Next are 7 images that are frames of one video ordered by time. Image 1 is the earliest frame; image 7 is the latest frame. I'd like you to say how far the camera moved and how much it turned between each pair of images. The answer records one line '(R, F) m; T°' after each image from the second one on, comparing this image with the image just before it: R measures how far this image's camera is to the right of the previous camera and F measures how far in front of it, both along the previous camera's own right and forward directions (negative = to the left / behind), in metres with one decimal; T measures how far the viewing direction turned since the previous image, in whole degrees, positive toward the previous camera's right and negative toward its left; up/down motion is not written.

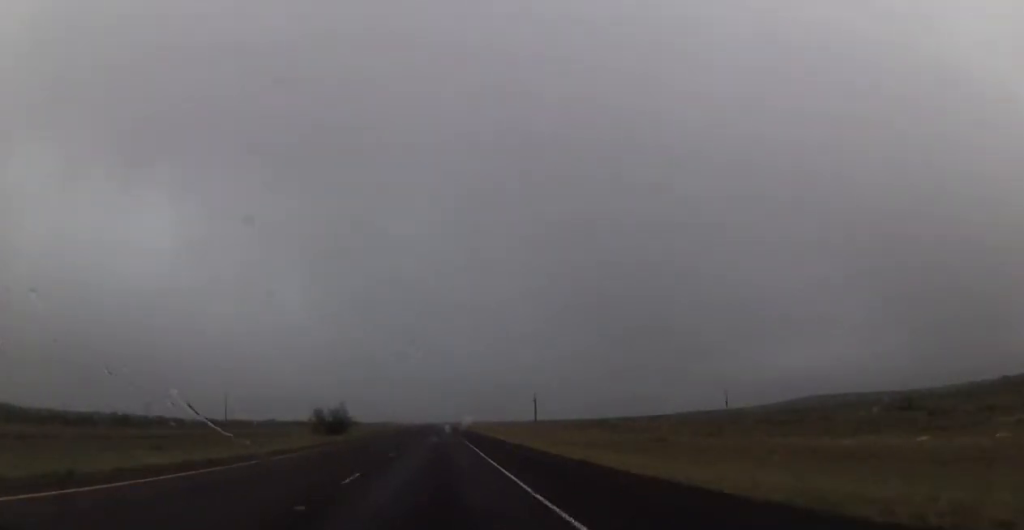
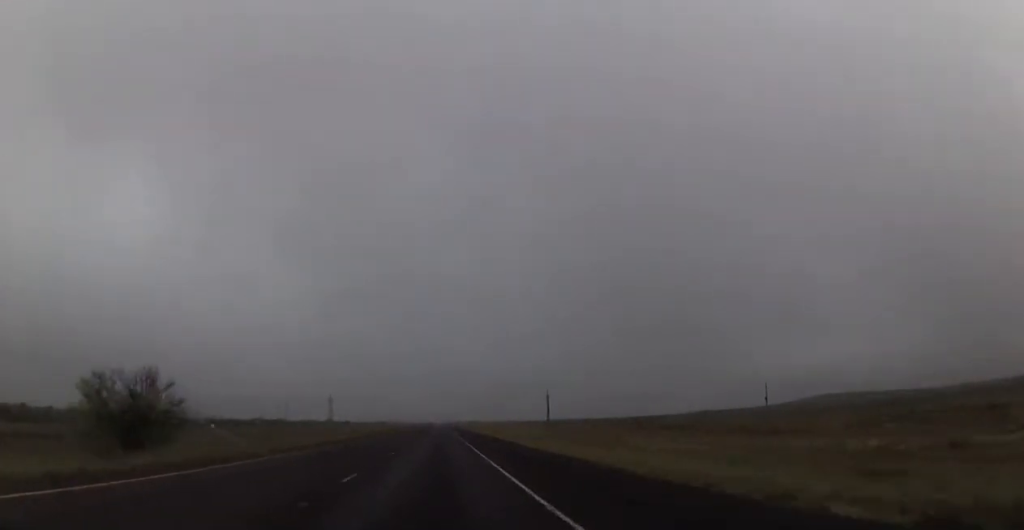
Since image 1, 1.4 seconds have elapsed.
(+0.3, +49.0) m; +1°
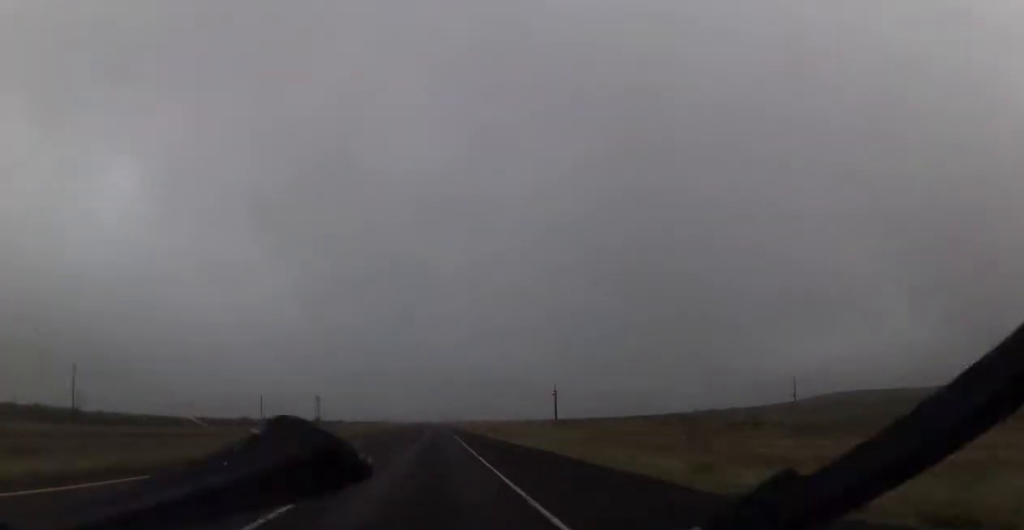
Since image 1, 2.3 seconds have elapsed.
(0.0, +31.5) m; 0°
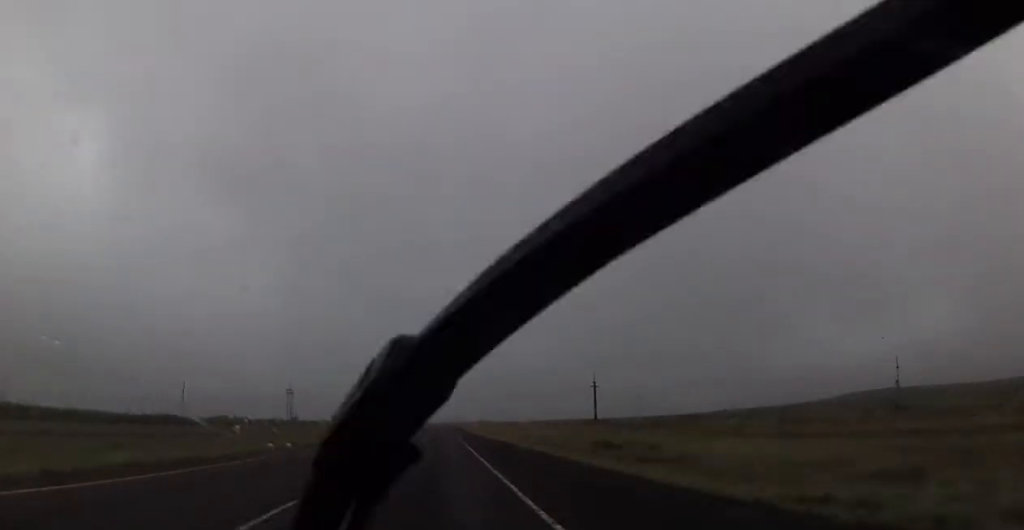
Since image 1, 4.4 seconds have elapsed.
(-0.4, +73.4) m; 0°
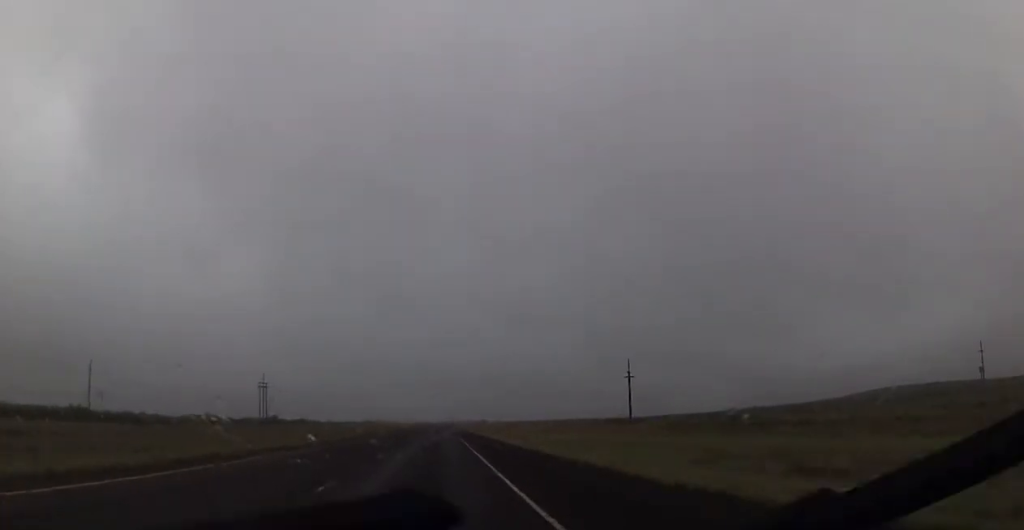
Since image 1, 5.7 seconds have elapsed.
(0.0, +44.4) m; 0°
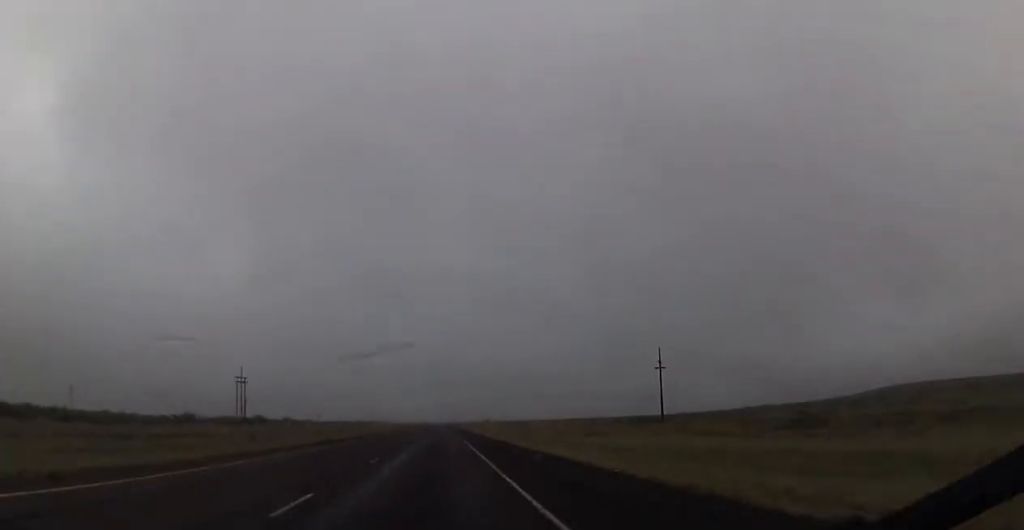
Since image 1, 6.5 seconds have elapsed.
(0.0, +27.9) m; 0°
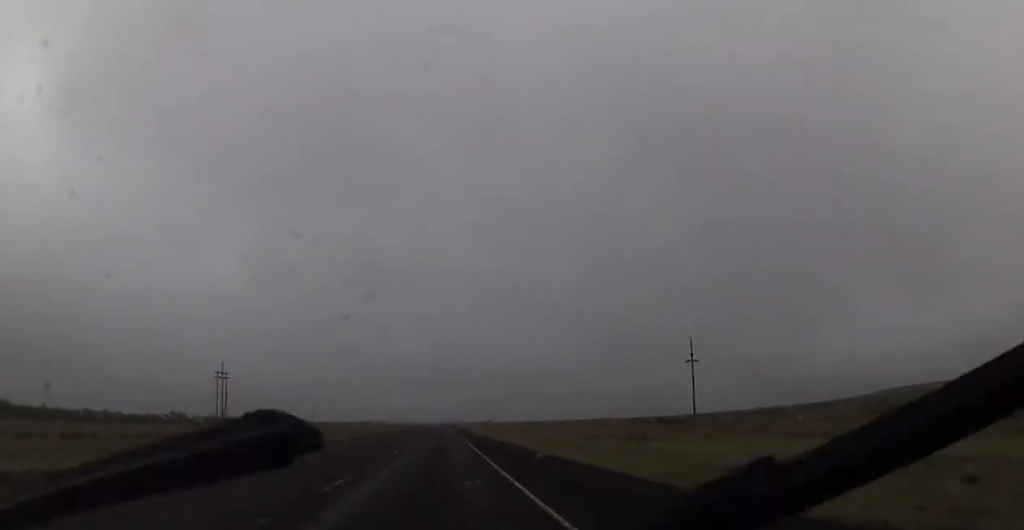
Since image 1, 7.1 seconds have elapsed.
(0.0, +20.9) m; 0°
